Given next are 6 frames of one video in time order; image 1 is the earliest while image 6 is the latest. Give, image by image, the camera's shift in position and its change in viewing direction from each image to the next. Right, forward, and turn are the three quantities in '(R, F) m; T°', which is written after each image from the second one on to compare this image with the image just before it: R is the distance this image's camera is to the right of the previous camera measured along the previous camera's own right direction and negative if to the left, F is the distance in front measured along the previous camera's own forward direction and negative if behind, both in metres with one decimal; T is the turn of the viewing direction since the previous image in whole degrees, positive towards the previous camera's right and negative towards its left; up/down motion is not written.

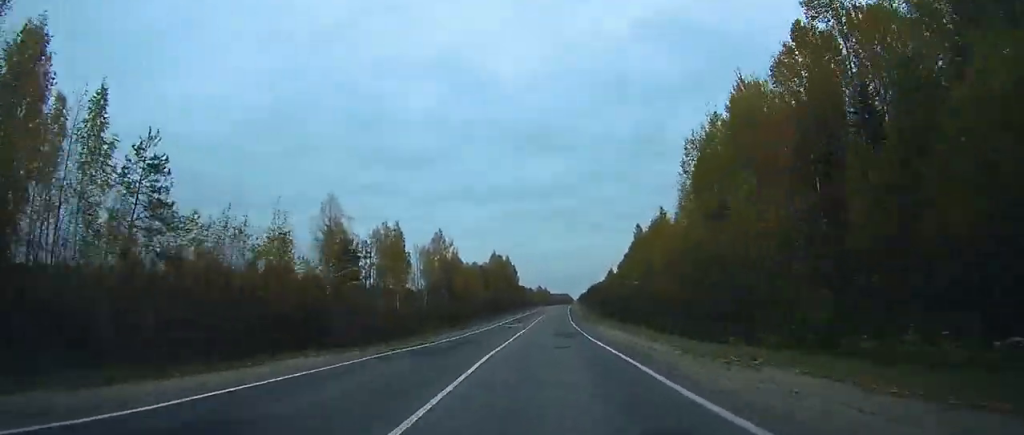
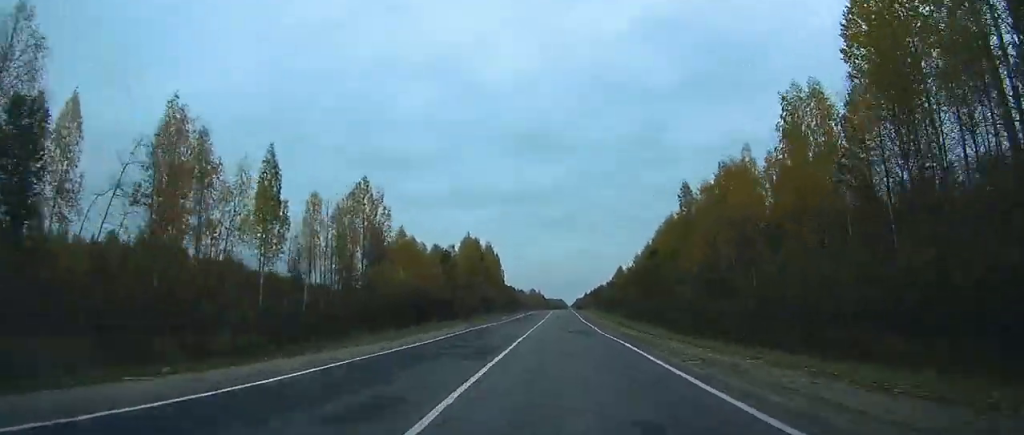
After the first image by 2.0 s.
(+0.8, +51.3) m; +2°
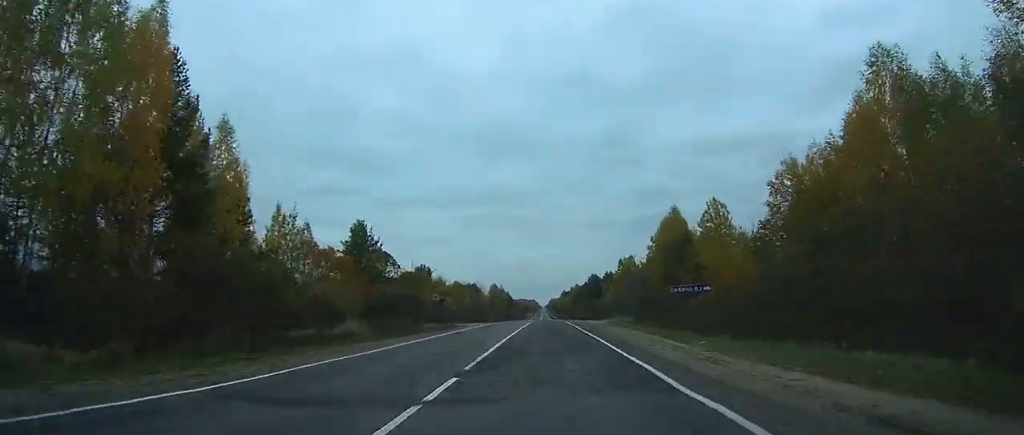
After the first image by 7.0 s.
(+3.4, +136.3) m; +2°
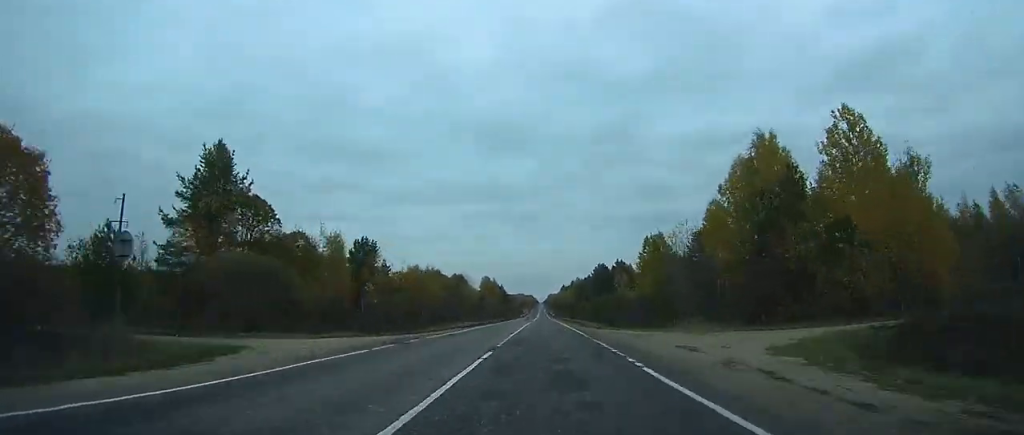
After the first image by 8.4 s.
(+0.1, +40.2) m; 0°
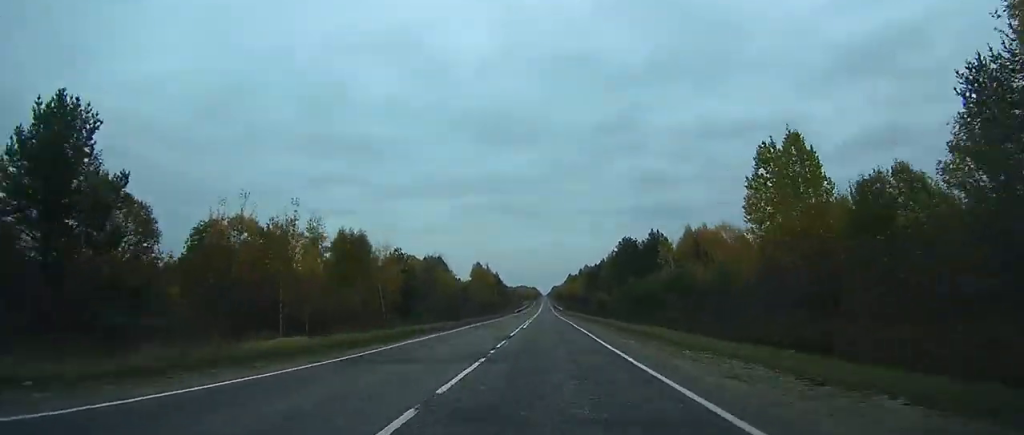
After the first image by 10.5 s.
(-0.3, +57.4) m; -1°
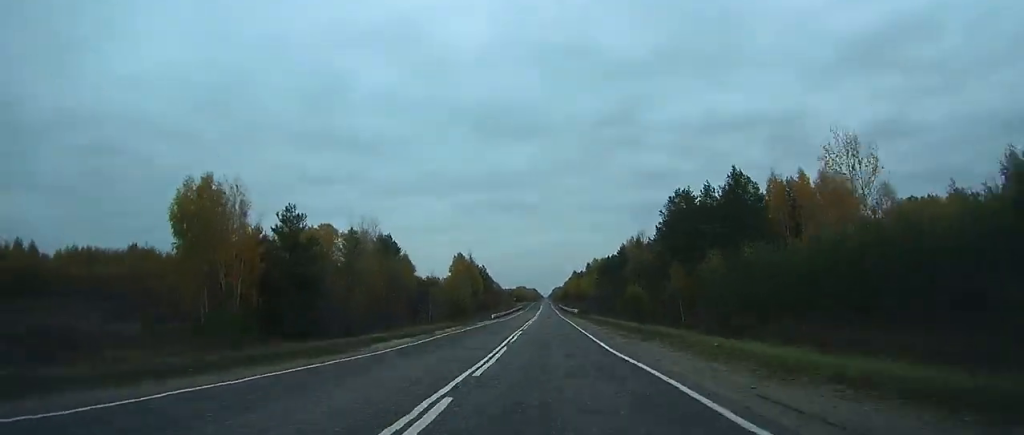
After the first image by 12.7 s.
(-0.4, +59.3) m; 0°
